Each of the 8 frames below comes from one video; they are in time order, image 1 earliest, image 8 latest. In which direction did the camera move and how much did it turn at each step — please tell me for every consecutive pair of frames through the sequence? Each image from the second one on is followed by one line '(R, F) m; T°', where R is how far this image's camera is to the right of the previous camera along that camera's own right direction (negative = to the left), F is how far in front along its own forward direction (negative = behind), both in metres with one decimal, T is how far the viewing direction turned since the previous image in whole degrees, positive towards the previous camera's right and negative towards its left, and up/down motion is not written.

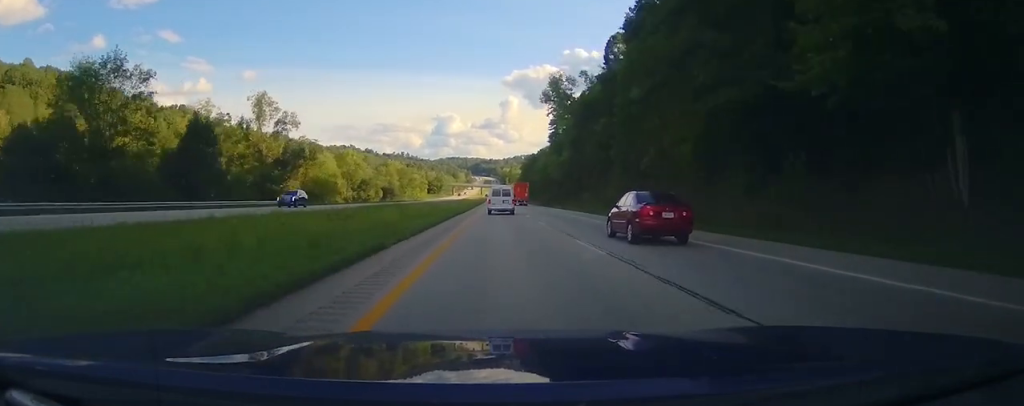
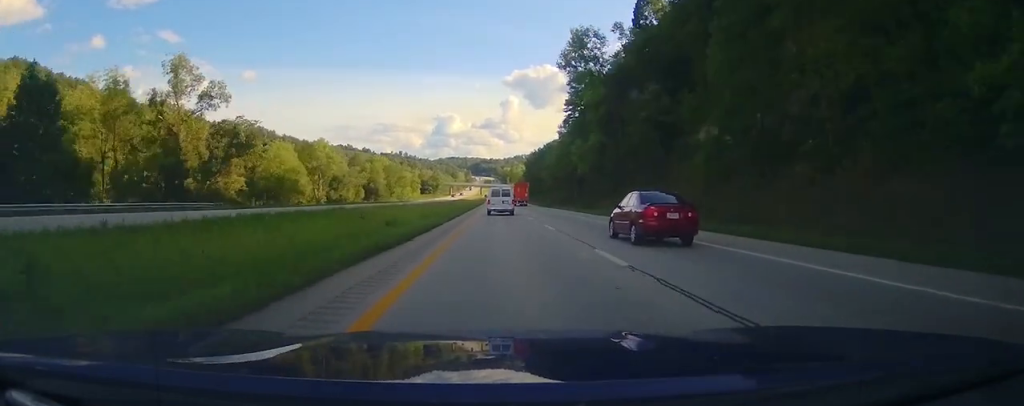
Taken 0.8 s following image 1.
(0.0, +26.5) m; 0°
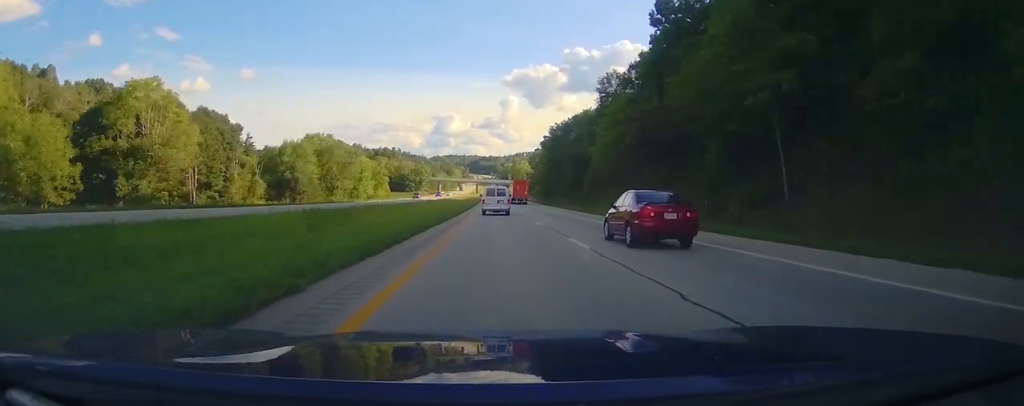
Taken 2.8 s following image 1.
(0.0, +70.0) m; 0°
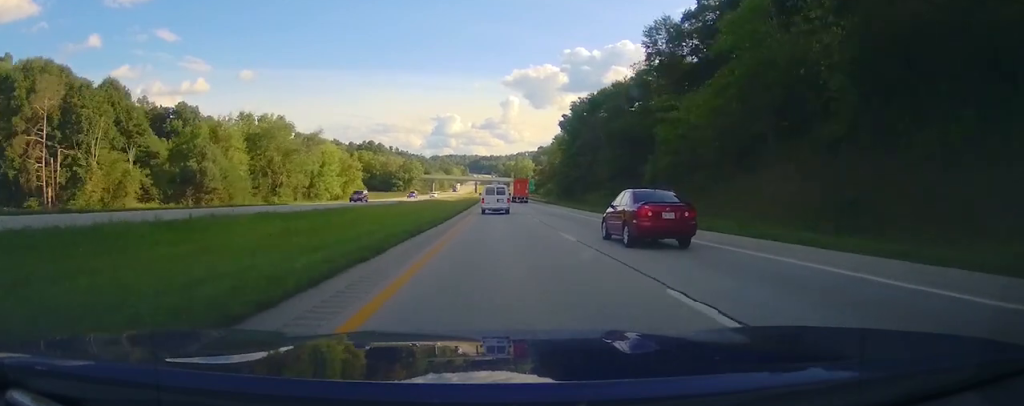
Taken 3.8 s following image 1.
(-0.1, +34.4) m; 0°
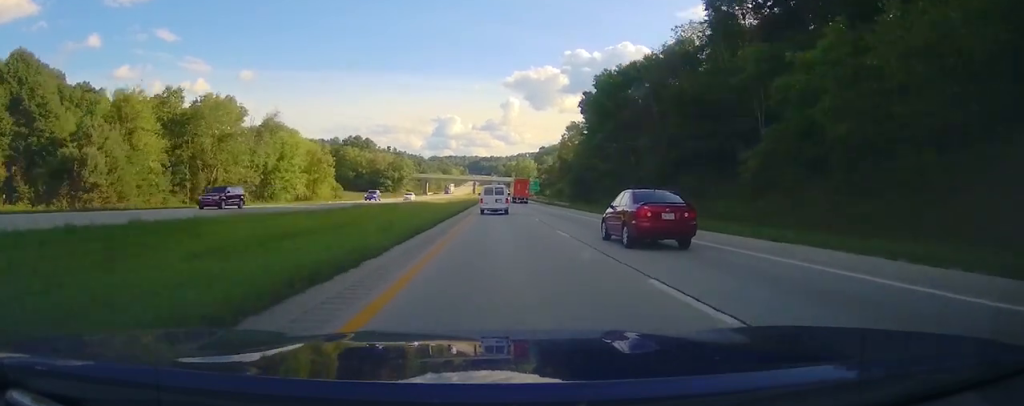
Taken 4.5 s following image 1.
(-0.1, +22.9) m; 0°
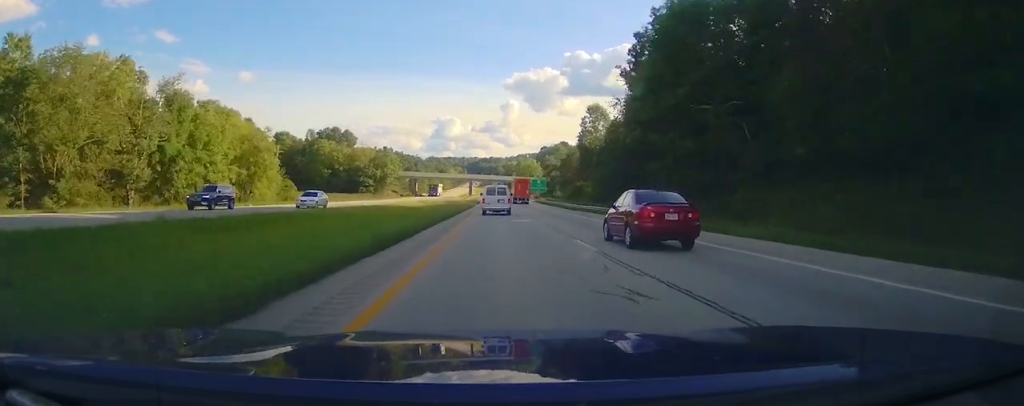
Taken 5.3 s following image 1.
(0.0, +28.7) m; 0°
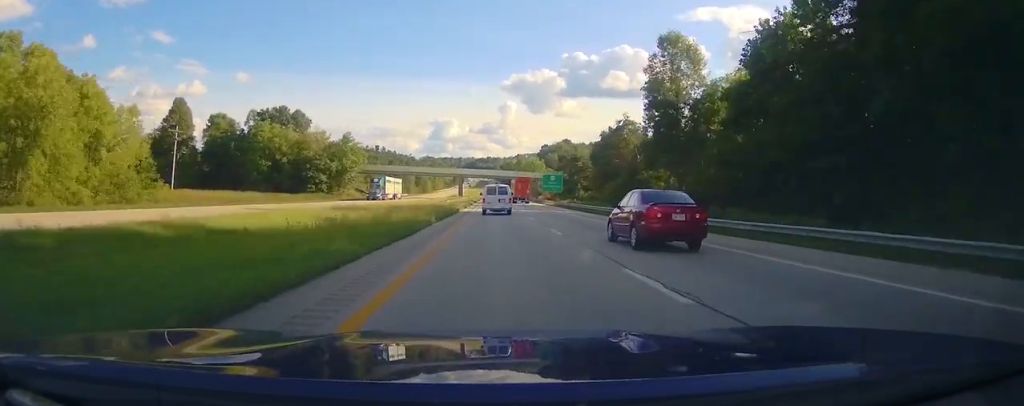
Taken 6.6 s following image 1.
(+0.3, +43.6) m; +1°
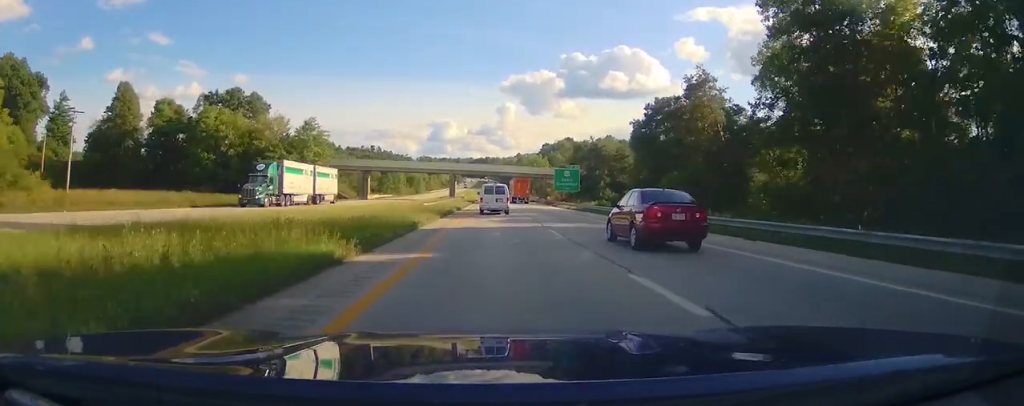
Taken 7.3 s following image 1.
(+0.2, +25.2) m; +1°
